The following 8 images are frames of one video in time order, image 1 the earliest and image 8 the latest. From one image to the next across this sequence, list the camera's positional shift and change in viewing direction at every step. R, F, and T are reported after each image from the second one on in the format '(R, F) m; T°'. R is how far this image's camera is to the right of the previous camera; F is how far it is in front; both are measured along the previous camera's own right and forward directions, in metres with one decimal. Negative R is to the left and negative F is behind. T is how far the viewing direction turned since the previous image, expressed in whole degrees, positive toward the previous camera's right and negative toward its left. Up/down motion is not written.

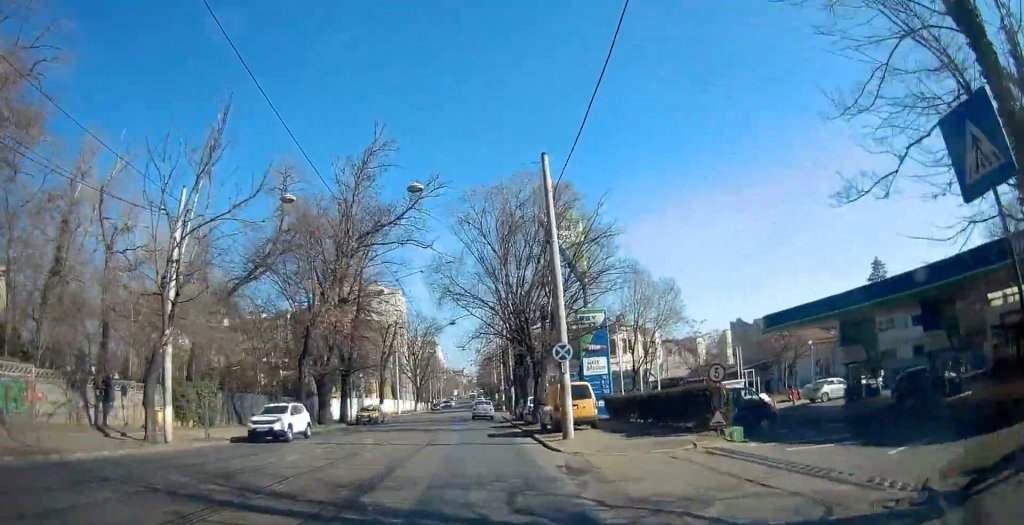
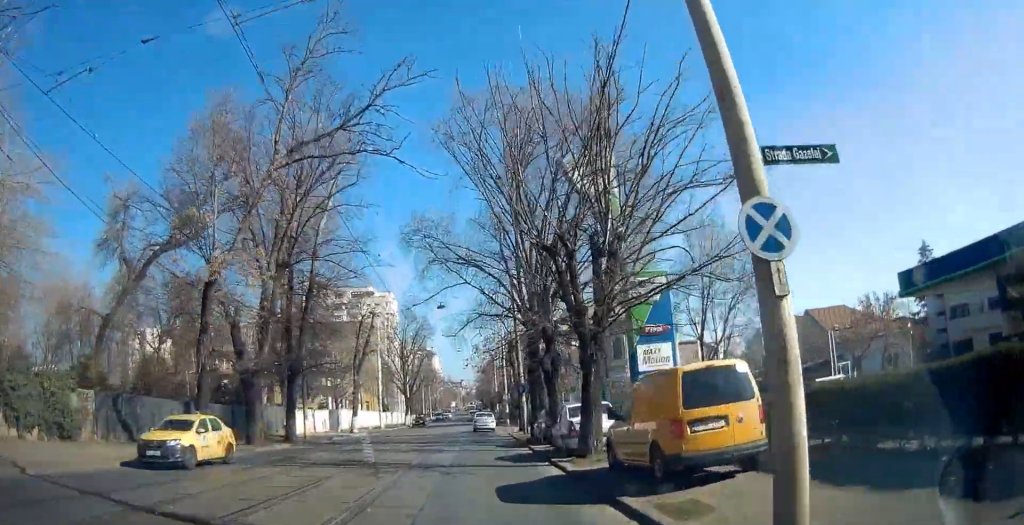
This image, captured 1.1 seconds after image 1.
(-0.2, +13.3) m; -1°
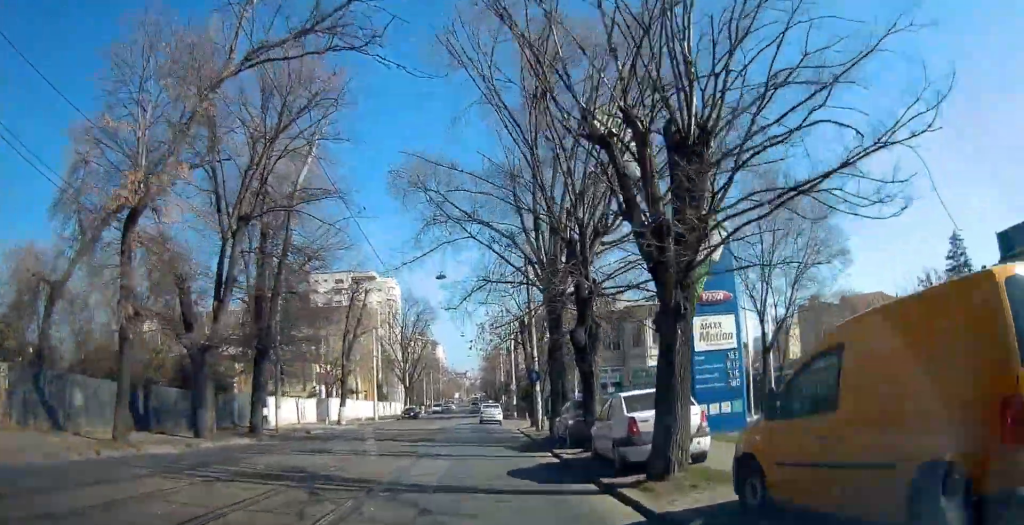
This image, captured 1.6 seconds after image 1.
(0.0, +6.0) m; 0°
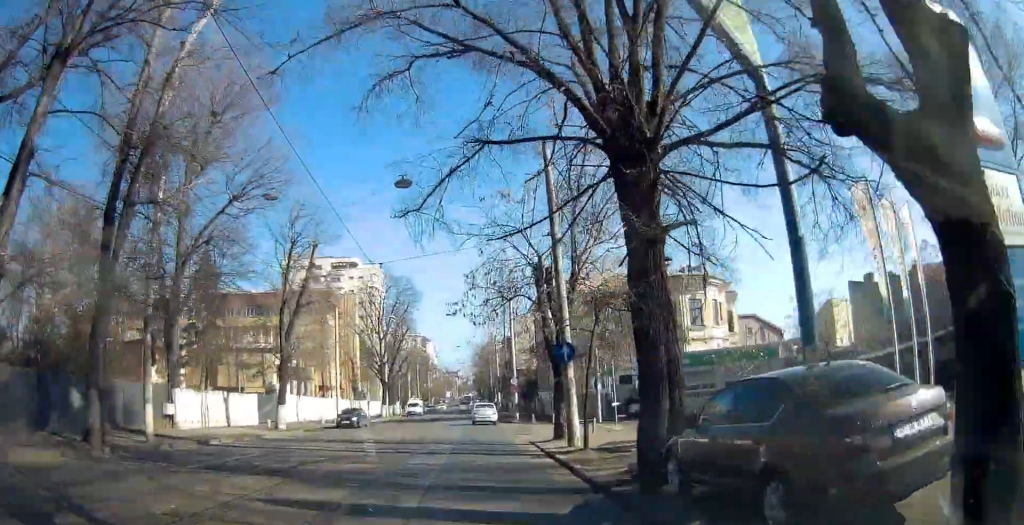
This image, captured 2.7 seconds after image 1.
(0.0, +12.9) m; 0°
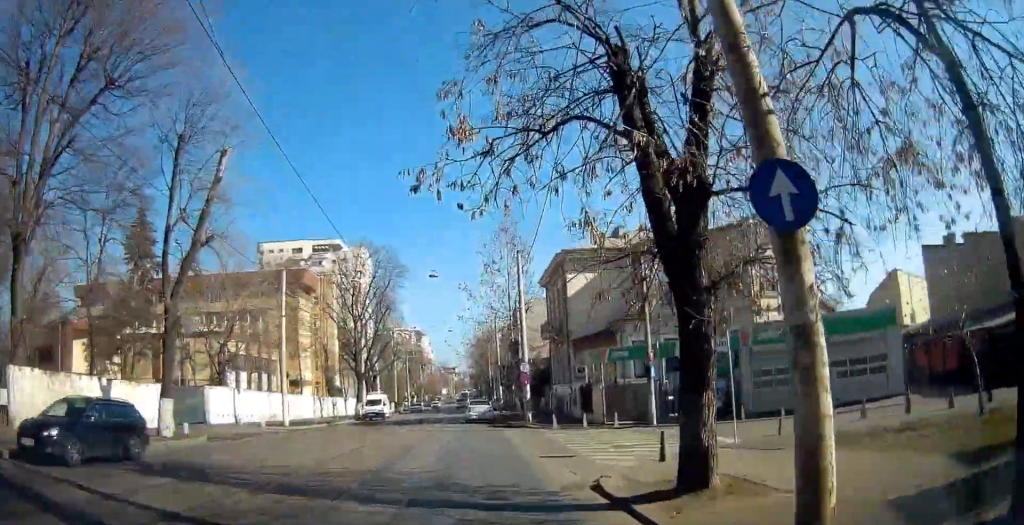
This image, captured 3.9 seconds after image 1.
(-0.1, +13.2) m; 0°
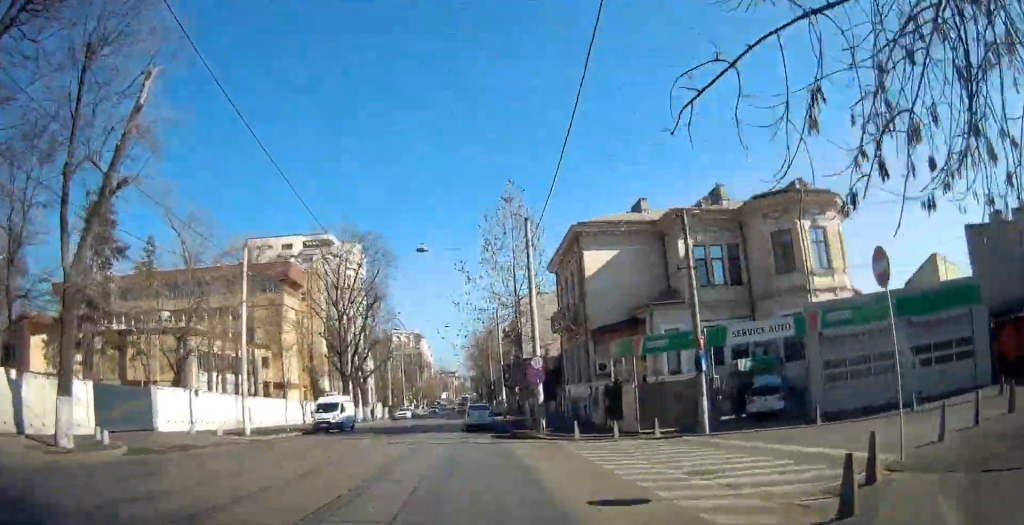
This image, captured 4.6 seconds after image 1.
(-0.2, +6.8) m; +1°
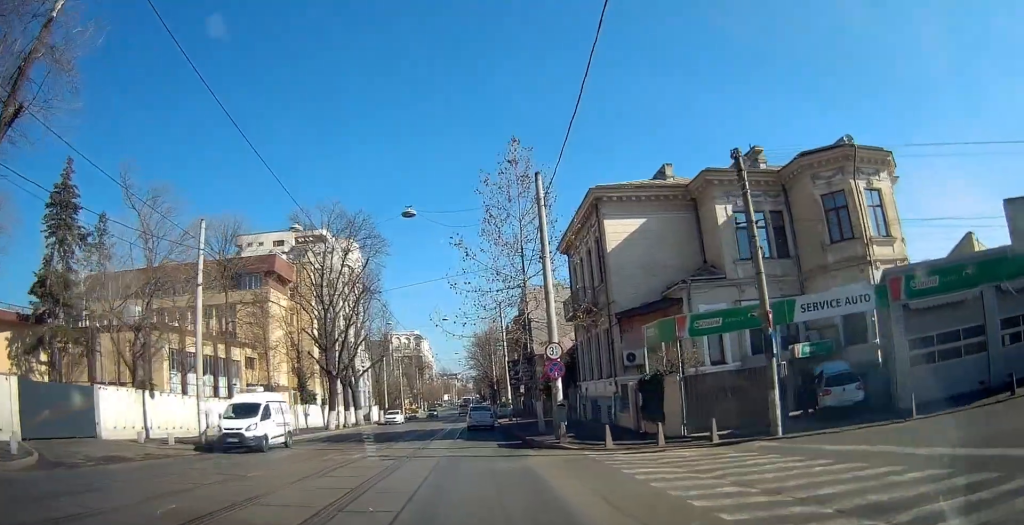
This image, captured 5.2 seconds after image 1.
(+0.3, +5.2) m; +3°
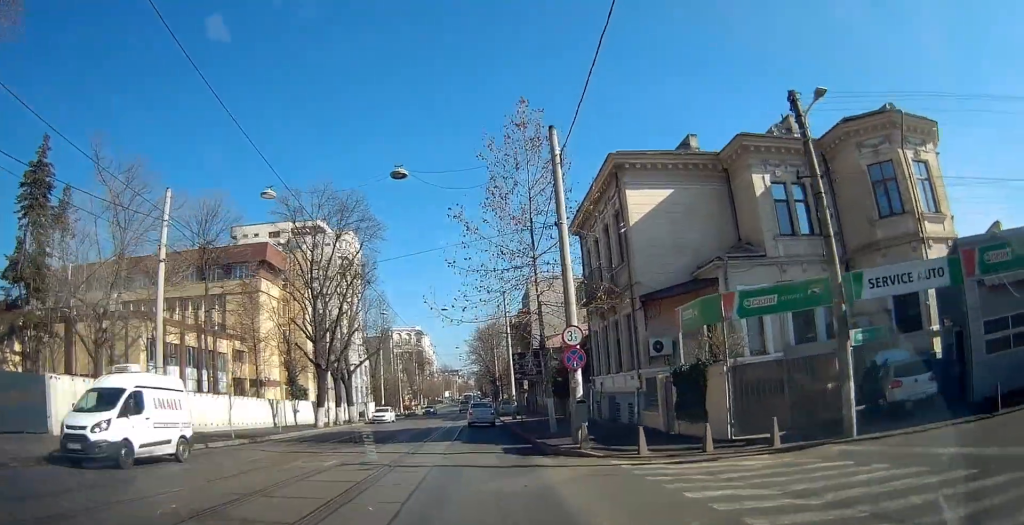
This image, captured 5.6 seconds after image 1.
(0.0, +3.4) m; +2°
